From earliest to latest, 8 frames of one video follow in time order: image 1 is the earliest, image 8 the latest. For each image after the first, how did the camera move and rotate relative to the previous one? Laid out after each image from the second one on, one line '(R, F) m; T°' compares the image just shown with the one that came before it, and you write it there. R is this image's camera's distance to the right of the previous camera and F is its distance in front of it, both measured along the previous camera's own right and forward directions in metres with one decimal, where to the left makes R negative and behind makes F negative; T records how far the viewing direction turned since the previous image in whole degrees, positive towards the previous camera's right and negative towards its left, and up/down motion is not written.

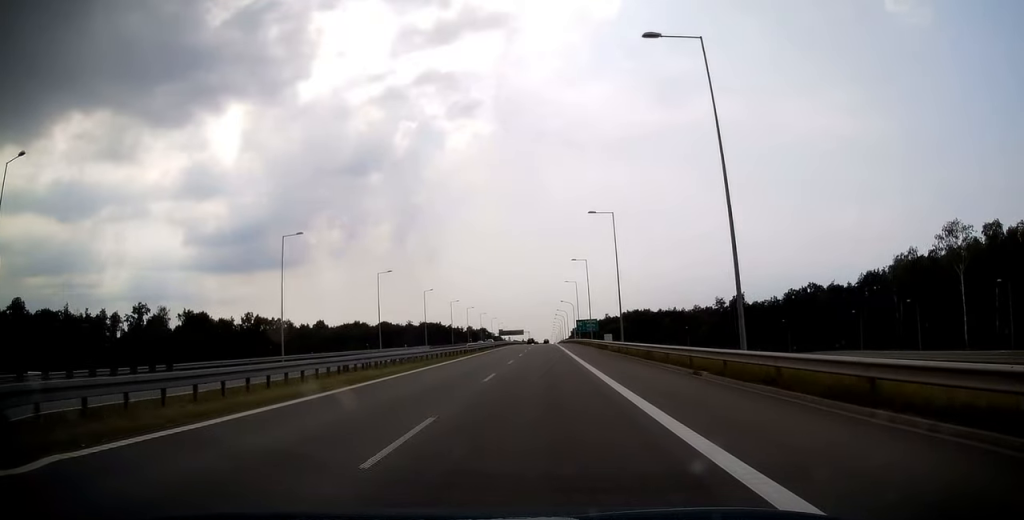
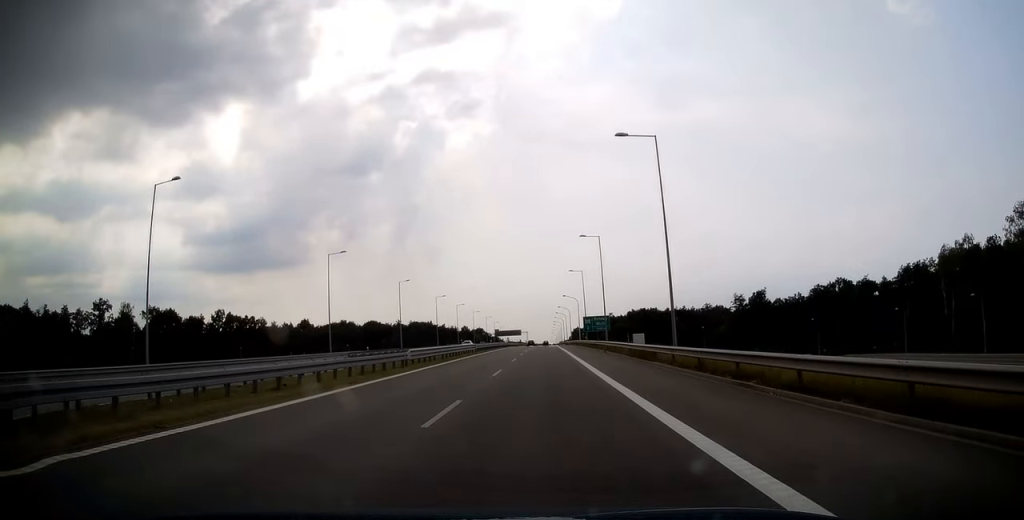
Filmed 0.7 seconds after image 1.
(-0.2, +21.0) m; -1°
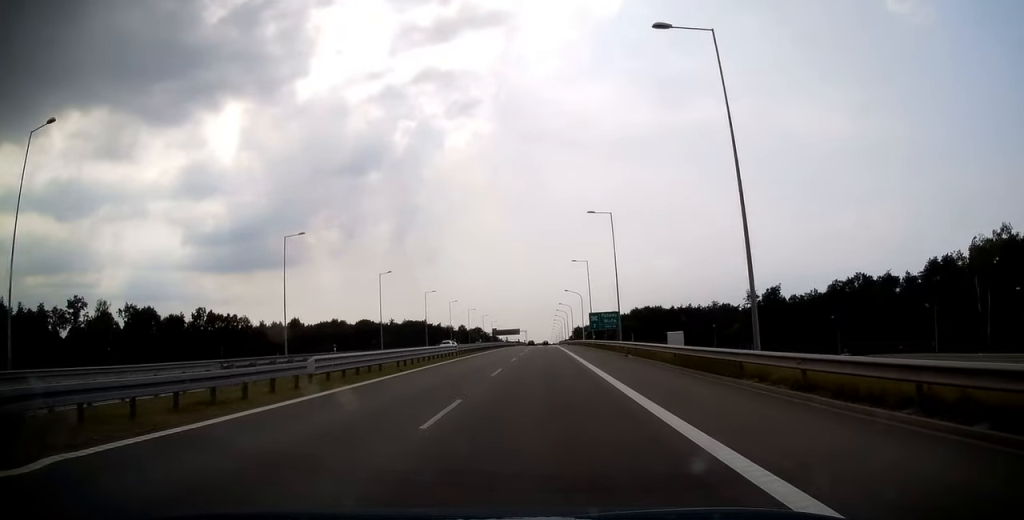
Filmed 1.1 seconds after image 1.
(0.0, +12.2) m; 0°
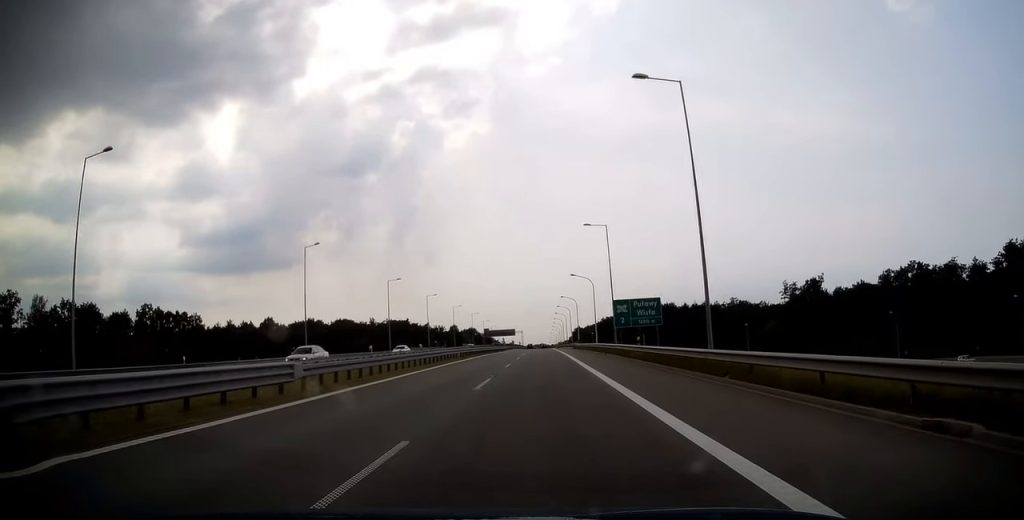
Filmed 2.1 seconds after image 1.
(+0.2, +28.8) m; +1°
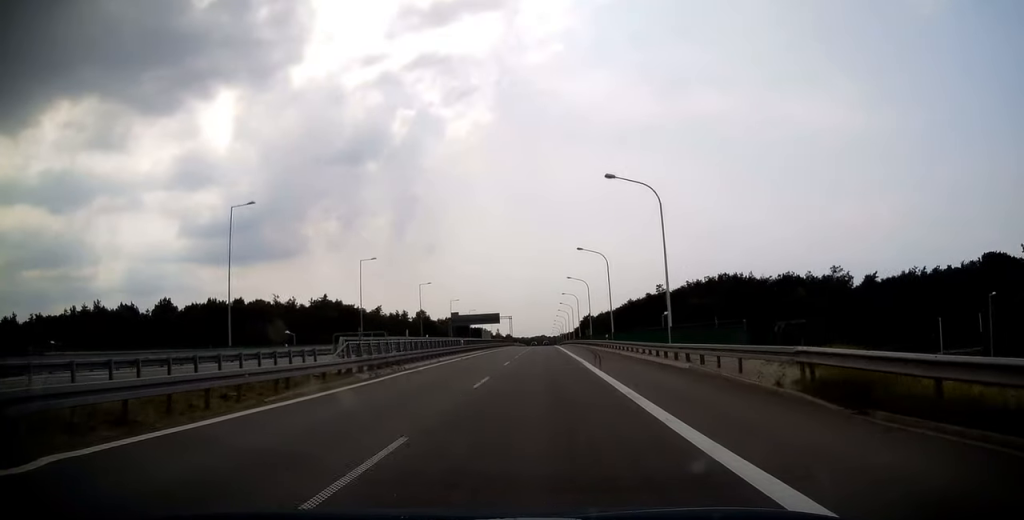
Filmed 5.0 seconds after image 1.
(+0.1, +83.6) m; 0°
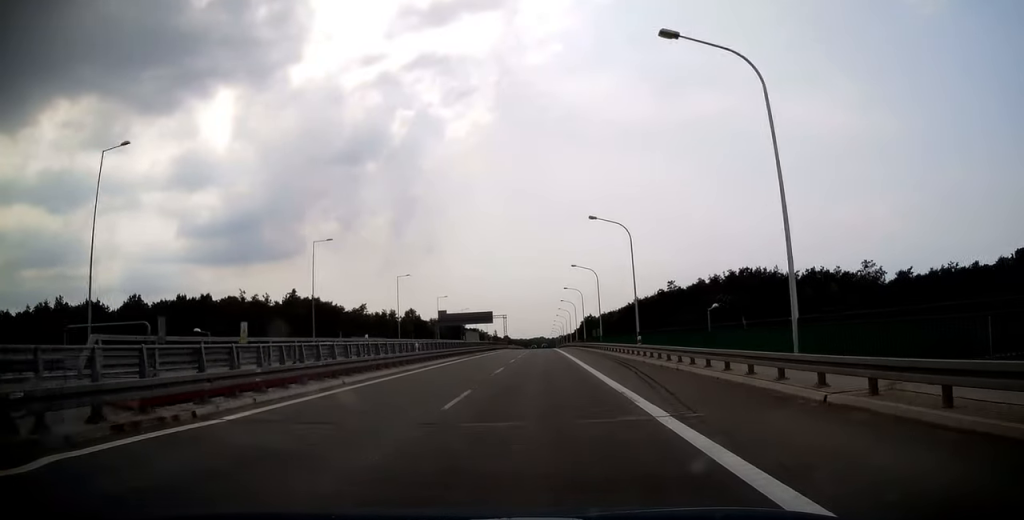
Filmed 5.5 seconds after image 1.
(-0.2, +16.7) m; 0°
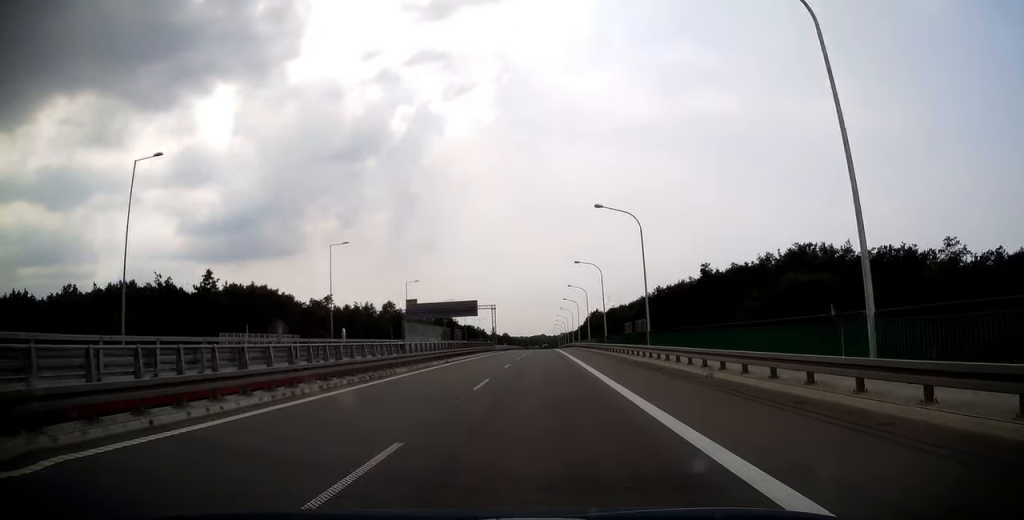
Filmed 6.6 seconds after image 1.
(-0.1, +31.5) m; 0°
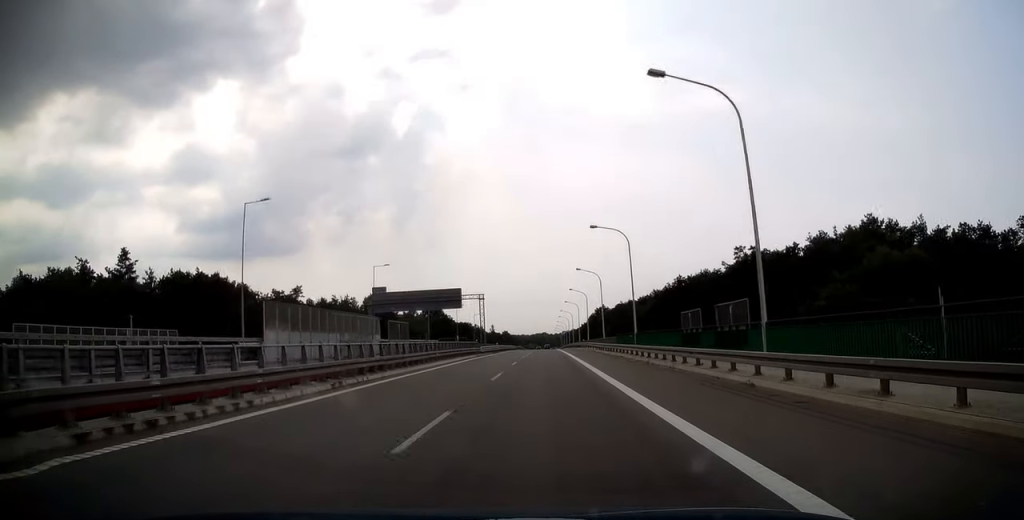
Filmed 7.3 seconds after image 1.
(0.0, +20.7) m; +1°
